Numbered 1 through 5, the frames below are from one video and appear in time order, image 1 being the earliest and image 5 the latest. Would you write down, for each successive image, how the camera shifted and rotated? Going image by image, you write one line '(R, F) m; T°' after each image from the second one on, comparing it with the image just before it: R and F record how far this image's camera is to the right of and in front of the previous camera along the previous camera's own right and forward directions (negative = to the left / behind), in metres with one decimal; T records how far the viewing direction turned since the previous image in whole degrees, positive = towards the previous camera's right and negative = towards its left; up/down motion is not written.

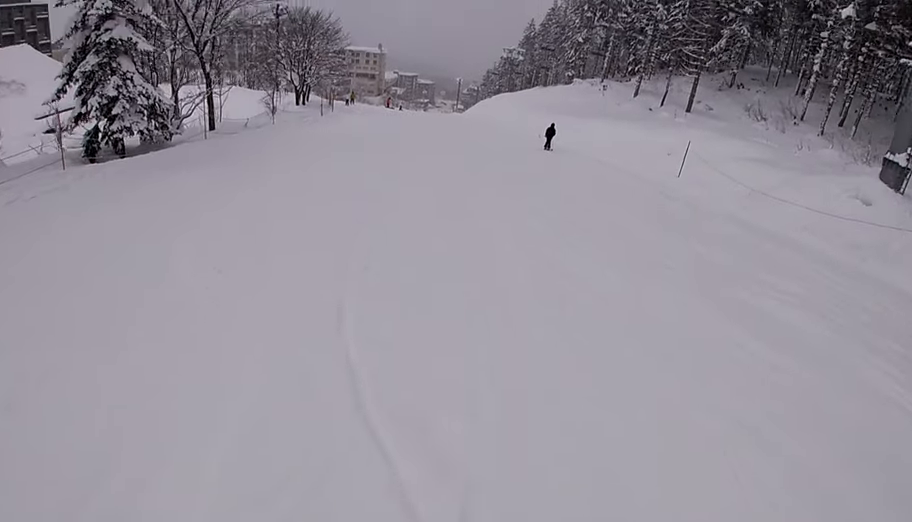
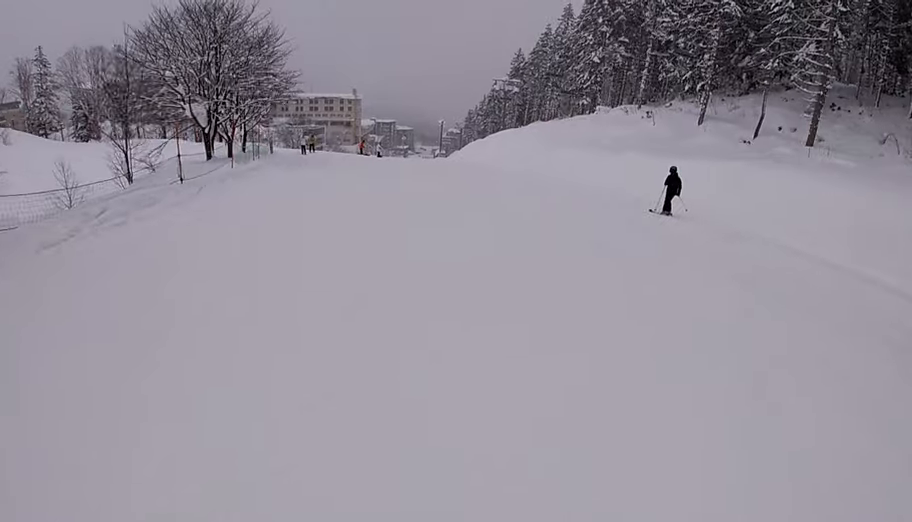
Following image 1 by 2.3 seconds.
(-0.9, +18.7) m; +4°
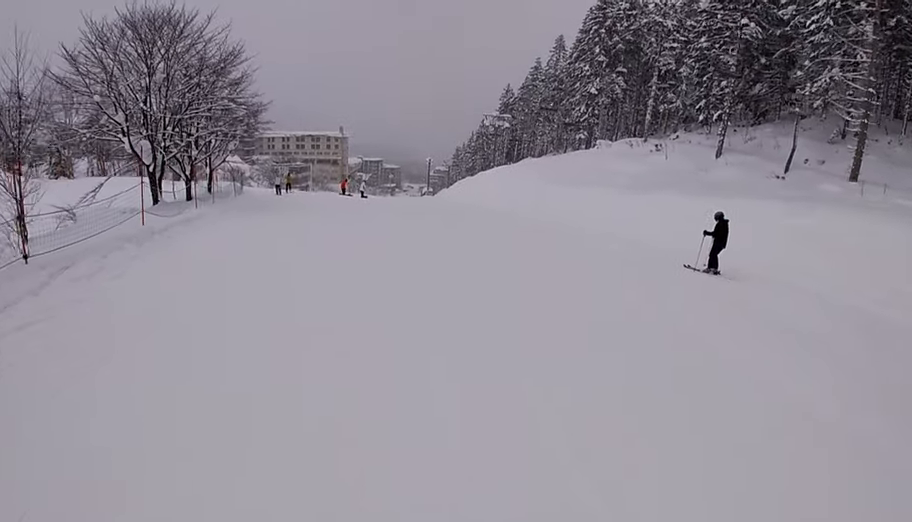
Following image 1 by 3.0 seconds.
(+0.8, +5.4) m; 0°
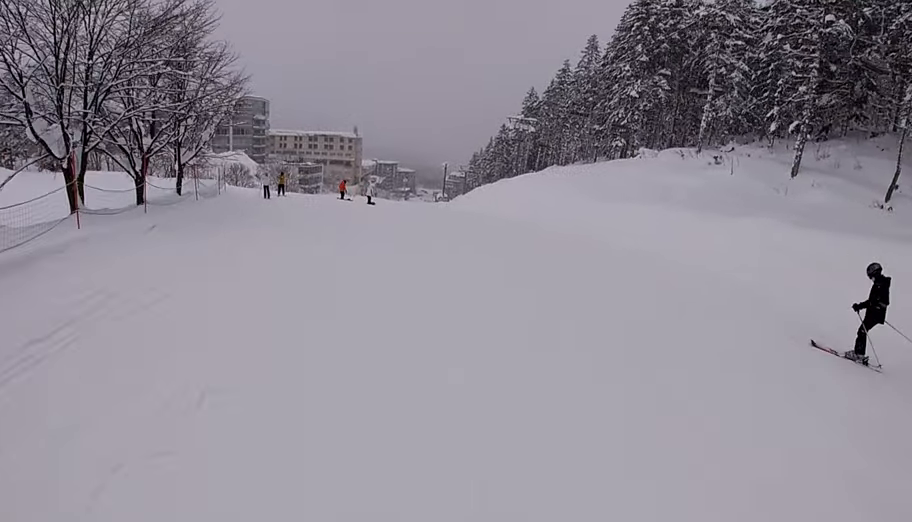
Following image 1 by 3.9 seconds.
(-0.8, +7.1) m; -3°
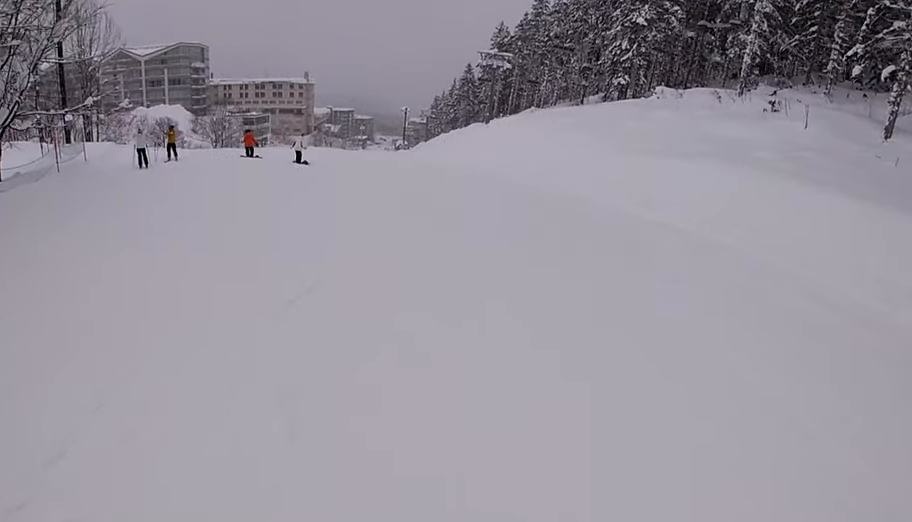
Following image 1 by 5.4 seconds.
(+0.8, +10.6) m; +8°
